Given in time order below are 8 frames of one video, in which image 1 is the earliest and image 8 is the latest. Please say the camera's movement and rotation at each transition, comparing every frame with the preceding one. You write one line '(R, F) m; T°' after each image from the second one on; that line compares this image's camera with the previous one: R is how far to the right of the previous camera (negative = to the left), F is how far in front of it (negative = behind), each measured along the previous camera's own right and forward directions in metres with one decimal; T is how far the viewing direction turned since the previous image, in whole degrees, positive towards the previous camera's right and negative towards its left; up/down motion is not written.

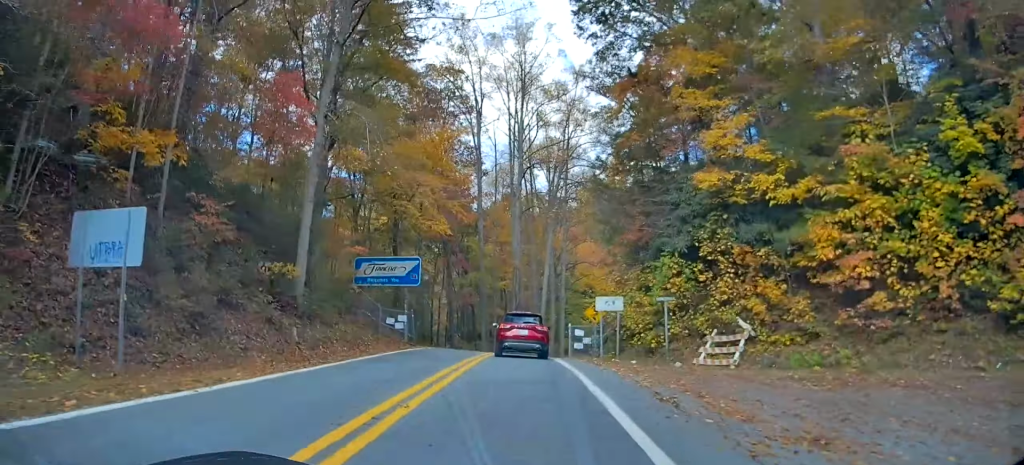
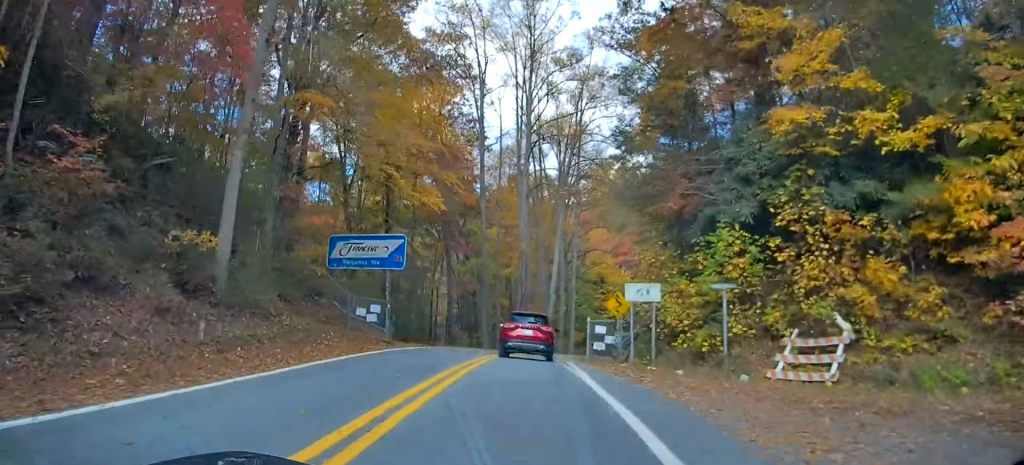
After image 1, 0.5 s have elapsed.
(0.0, +7.2) m; +2°
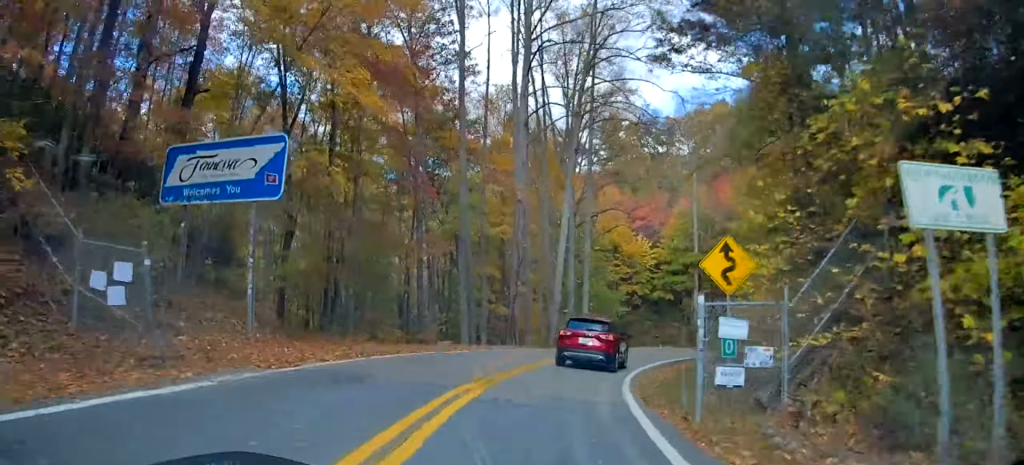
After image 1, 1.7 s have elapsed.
(+1.2, +16.9) m; +9°
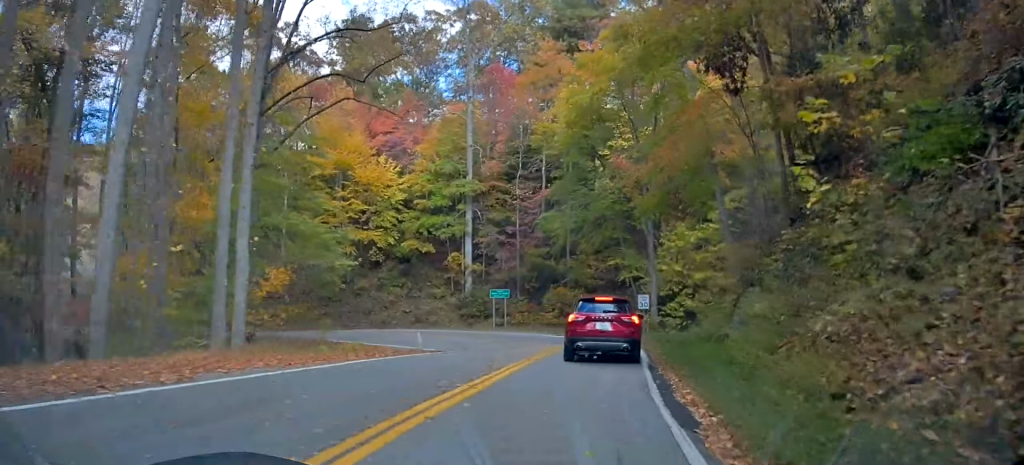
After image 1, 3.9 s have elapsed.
(+3.6, +30.6) m; +14°
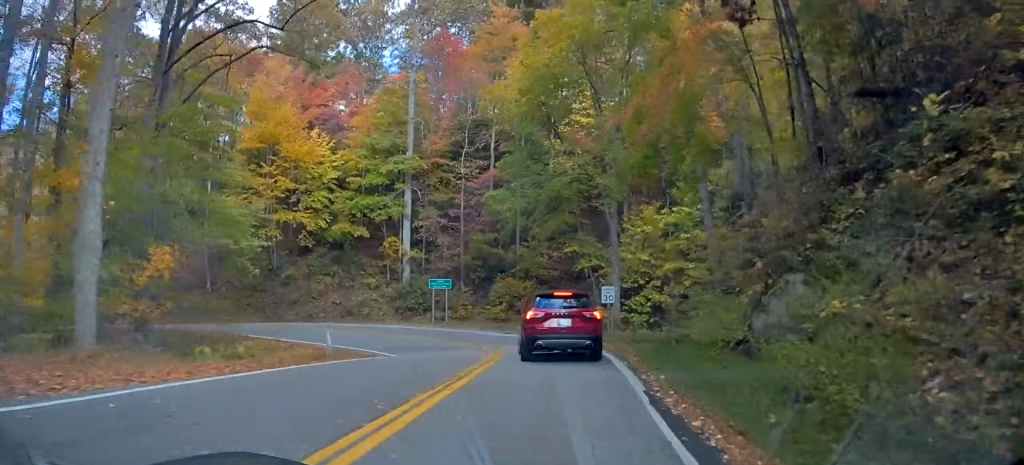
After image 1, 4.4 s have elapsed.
(0.0, +5.9) m; +4°
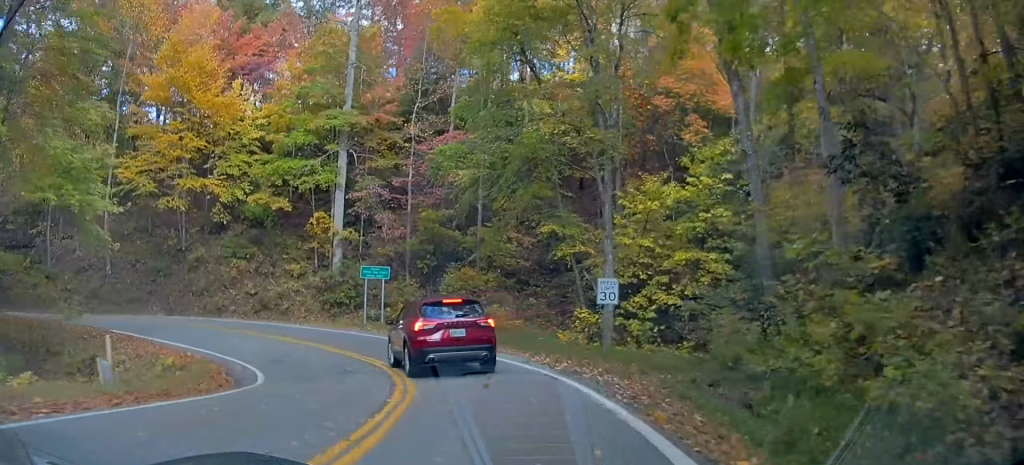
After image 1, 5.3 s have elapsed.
(+0.8, +10.5) m; +1°
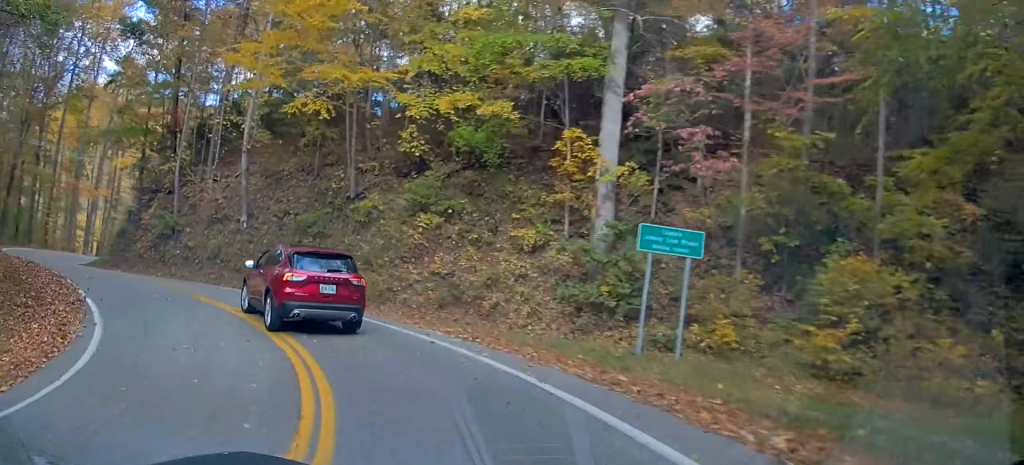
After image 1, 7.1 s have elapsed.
(-5.8, +18.1) m; -40°
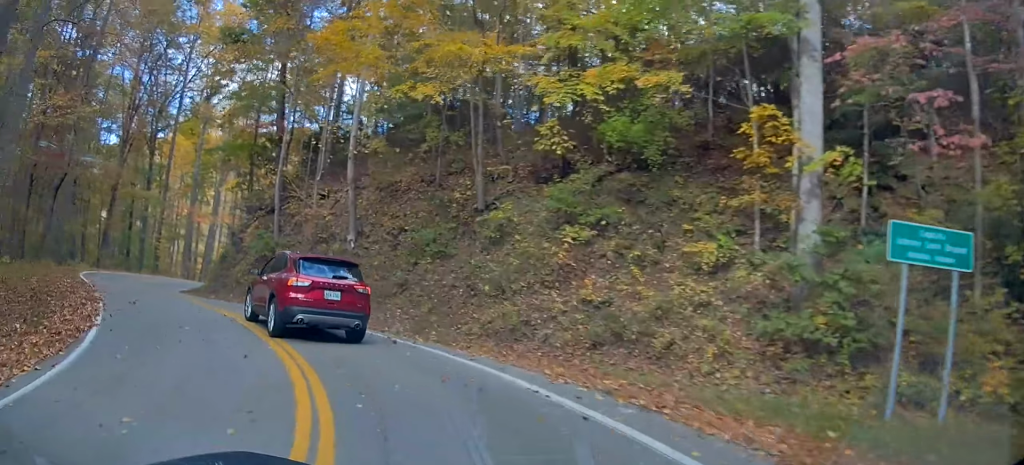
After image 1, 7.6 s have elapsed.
(-0.6, +5.5) m; -10°
